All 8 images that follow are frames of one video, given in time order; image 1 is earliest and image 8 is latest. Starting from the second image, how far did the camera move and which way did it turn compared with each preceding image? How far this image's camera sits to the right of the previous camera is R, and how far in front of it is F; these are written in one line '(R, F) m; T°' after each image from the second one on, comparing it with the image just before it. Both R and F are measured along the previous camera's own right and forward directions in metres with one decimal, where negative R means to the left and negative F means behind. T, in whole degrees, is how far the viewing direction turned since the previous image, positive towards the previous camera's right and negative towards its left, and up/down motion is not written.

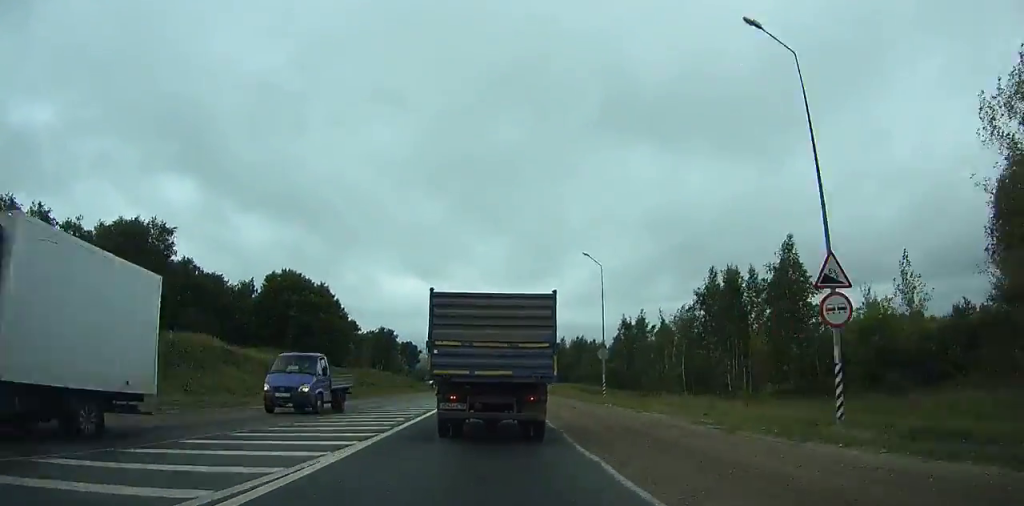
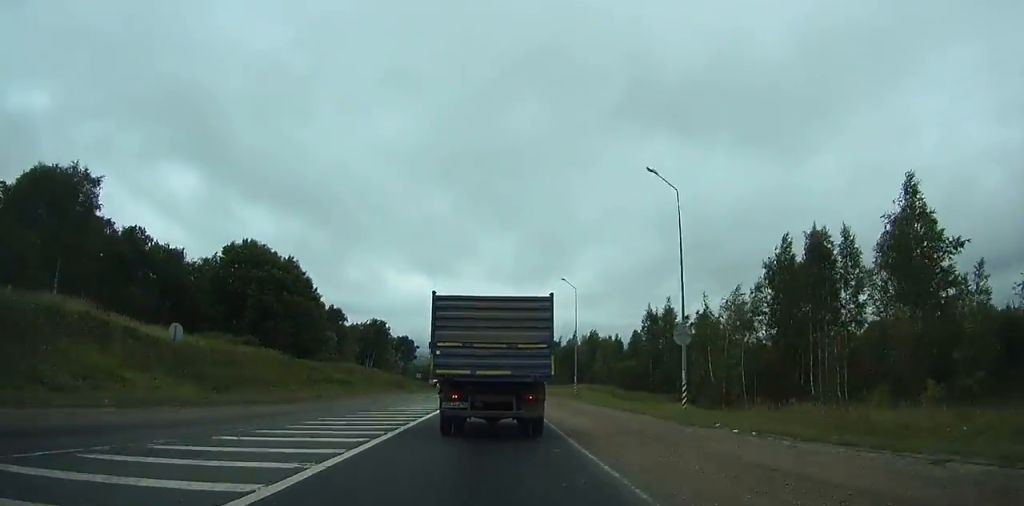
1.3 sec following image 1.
(-1.5, +17.7) m; -5°
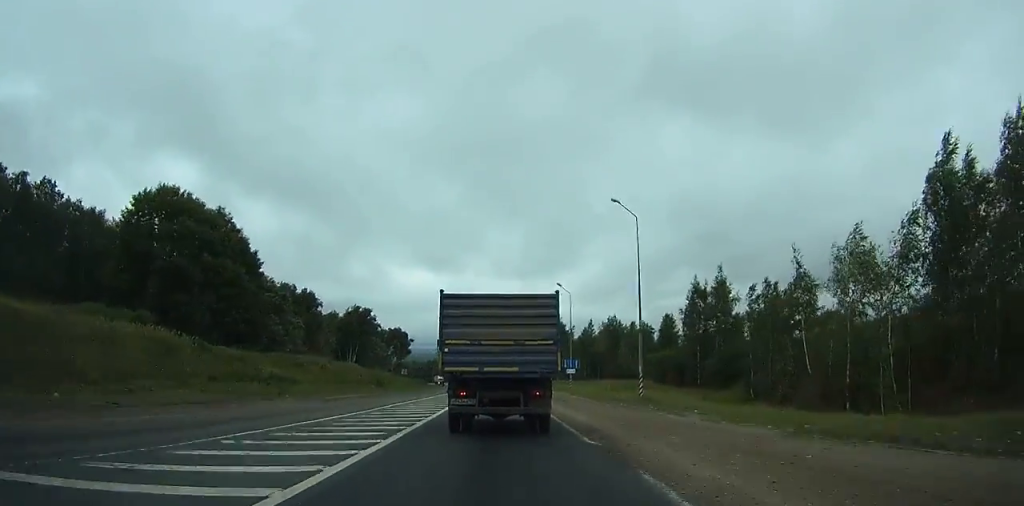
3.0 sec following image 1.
(+0.1, +23.0) m; +2°
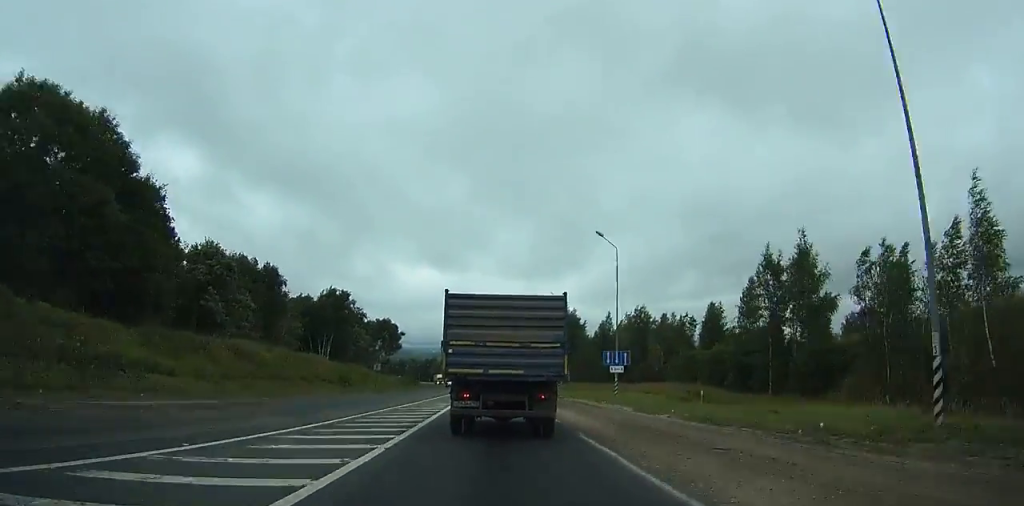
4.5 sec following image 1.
(+0.7, +21.9) m; +2°
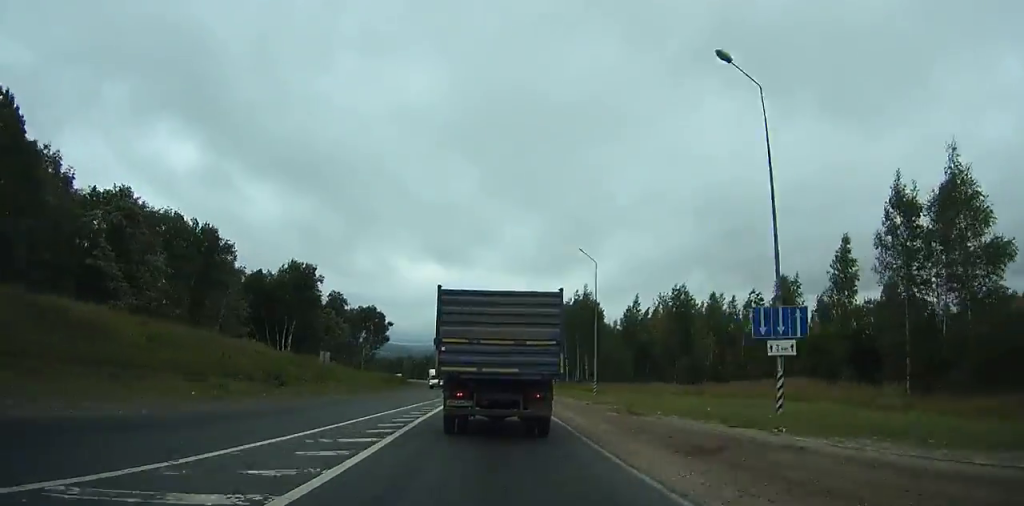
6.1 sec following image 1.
(+0.3, +22.4) m; +1°
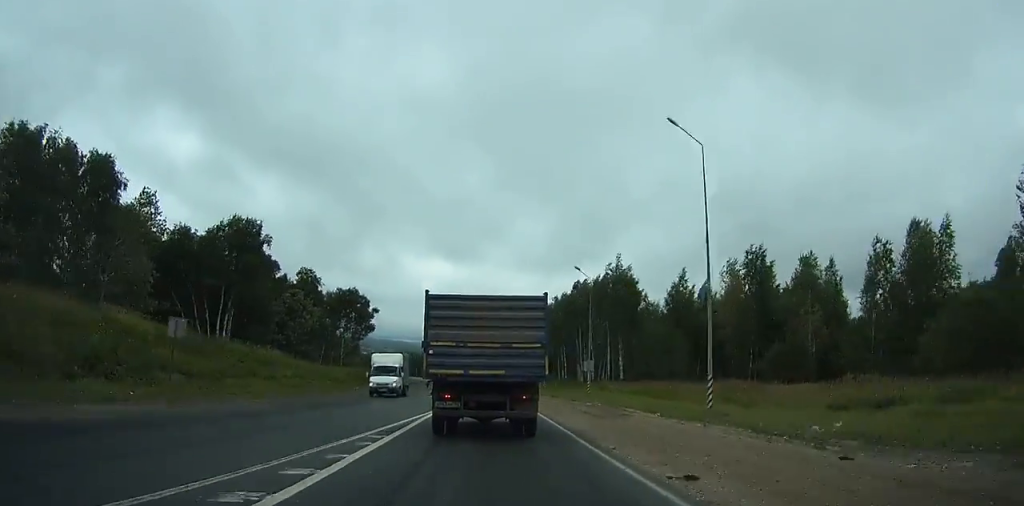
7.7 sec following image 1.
(0.0, +24.8) m; 0°
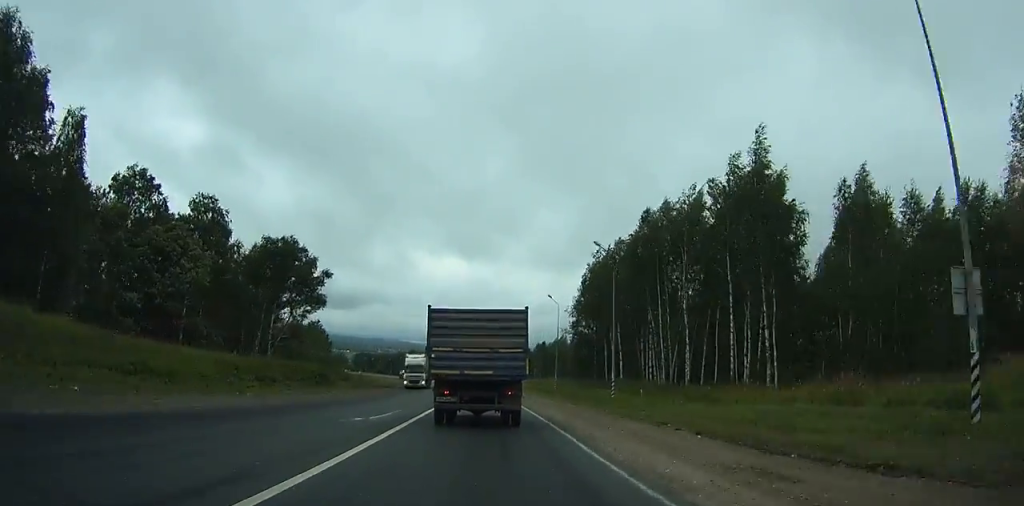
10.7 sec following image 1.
(-0.2, +44.0) m; -1°
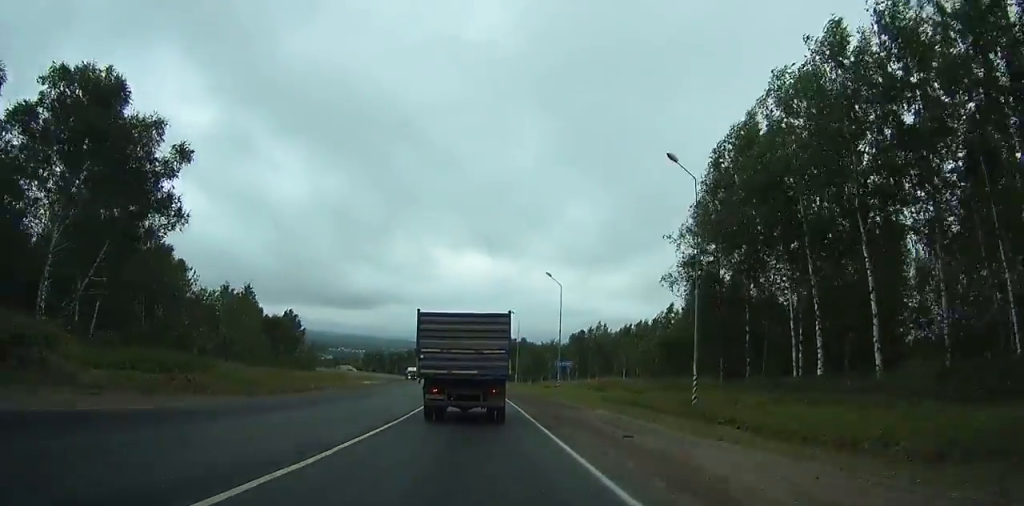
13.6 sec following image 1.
(-0.4, +44.5) m; -1°
